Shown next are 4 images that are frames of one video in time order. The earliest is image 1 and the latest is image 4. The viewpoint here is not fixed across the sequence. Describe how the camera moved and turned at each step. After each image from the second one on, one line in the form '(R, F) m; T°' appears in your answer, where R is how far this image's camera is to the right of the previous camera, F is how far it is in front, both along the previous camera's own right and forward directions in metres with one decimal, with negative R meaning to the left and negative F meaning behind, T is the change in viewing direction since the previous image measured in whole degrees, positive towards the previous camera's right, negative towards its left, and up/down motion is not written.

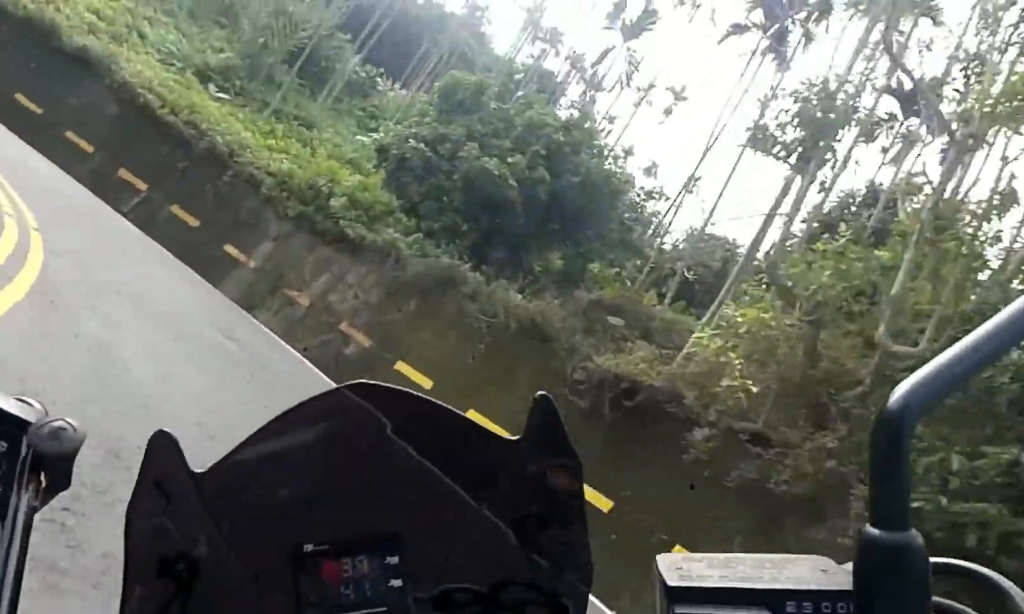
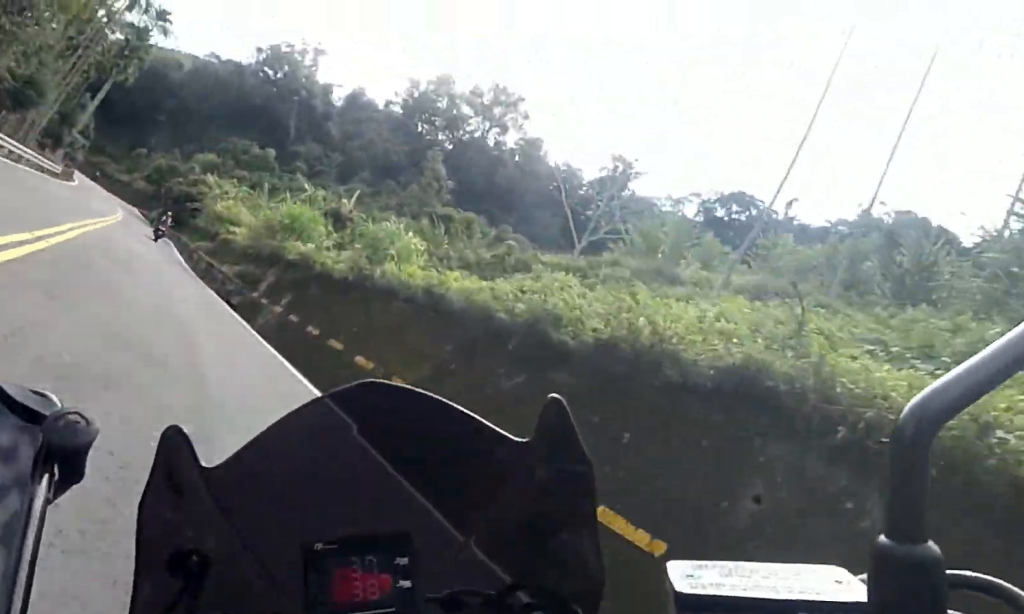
(-3.2, +11.0) m; -50°
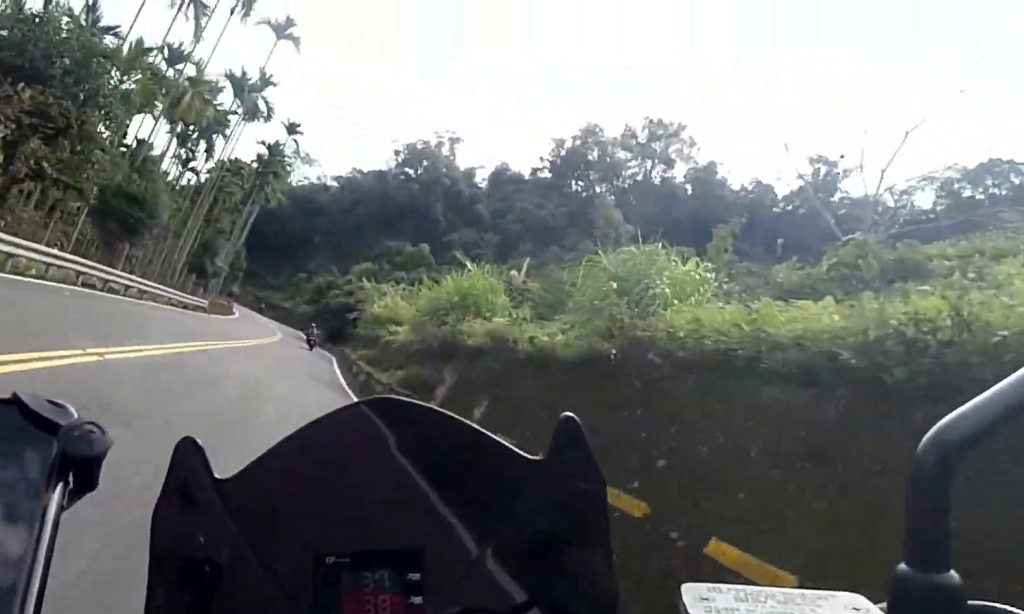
(-2.4, +8.9) m; -11°
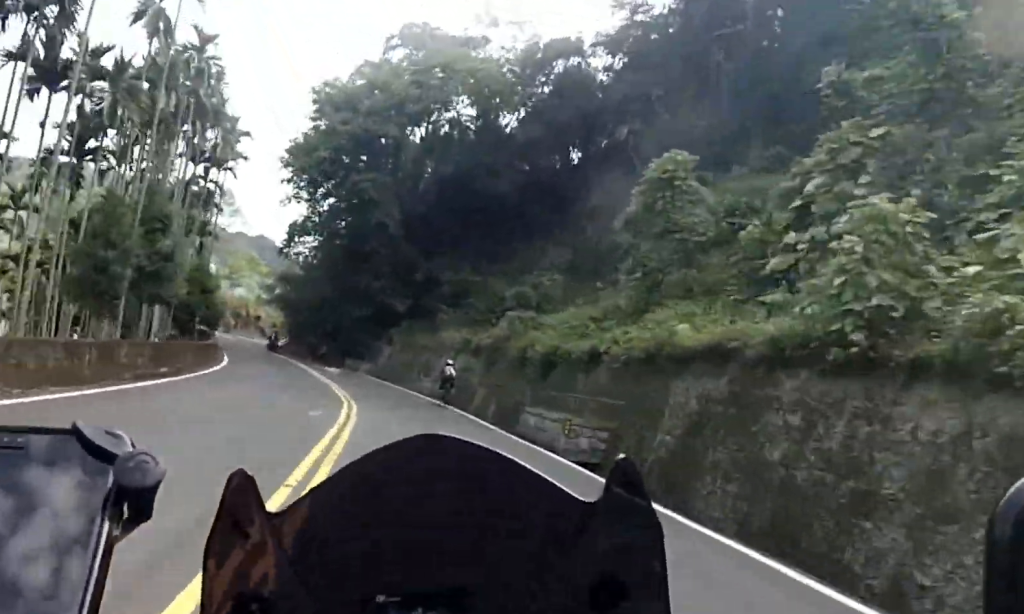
(-22.6, +79.0) m; -29°
